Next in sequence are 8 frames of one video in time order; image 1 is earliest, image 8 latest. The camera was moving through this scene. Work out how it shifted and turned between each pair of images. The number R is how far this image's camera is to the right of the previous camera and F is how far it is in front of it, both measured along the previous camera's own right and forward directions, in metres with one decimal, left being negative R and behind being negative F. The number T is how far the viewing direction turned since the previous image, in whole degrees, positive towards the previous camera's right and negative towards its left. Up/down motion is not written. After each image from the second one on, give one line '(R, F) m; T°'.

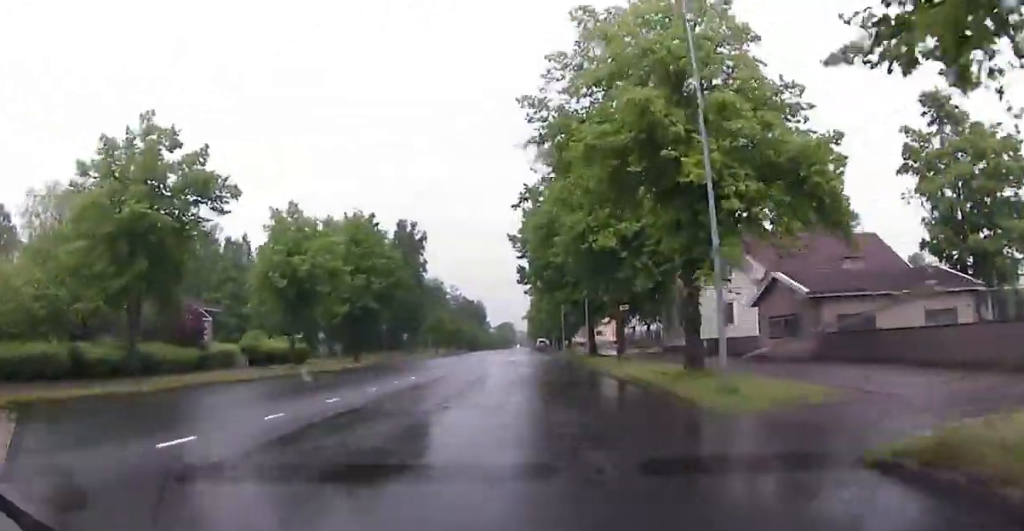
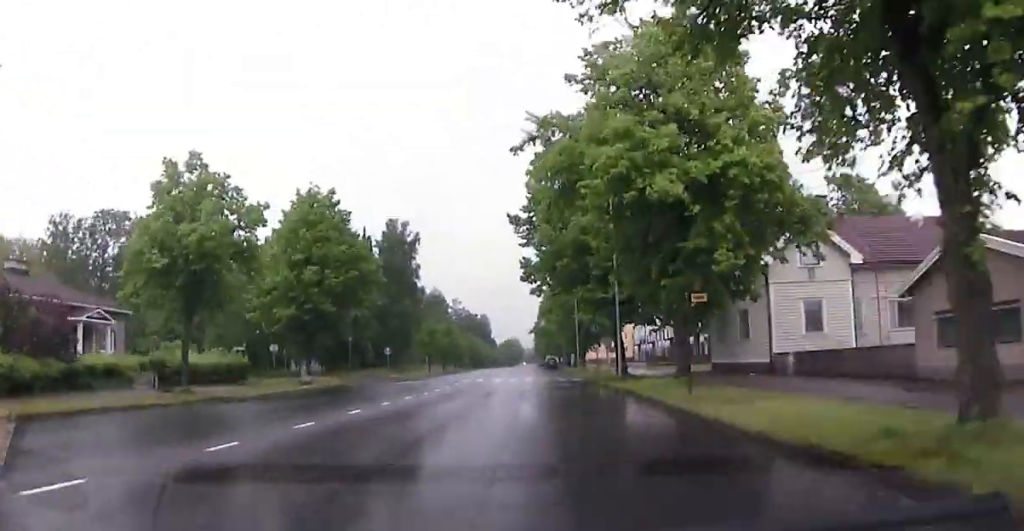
(-0.4, +14.0) m; -1°
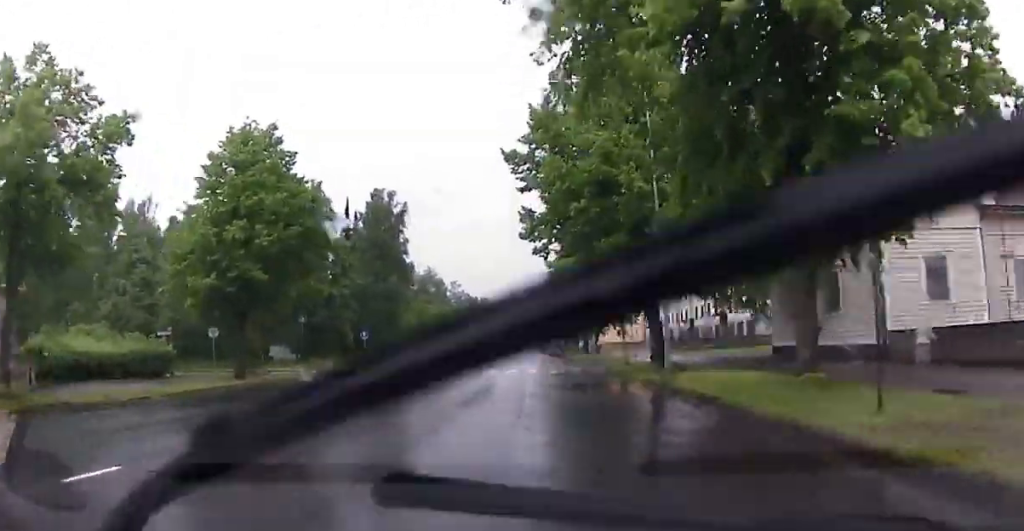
(+0.1, +11.0) m; 0°
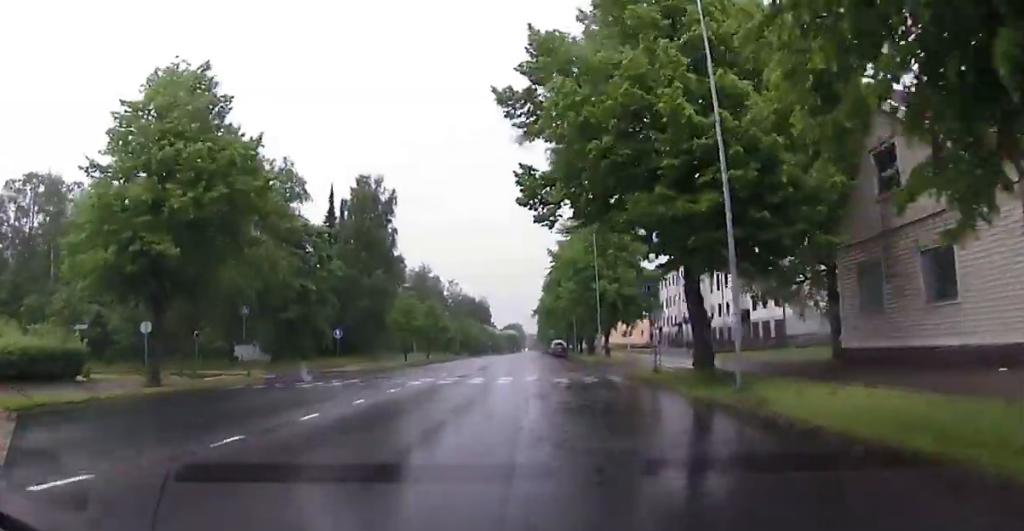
(+0.2, +8.0) m; +1°
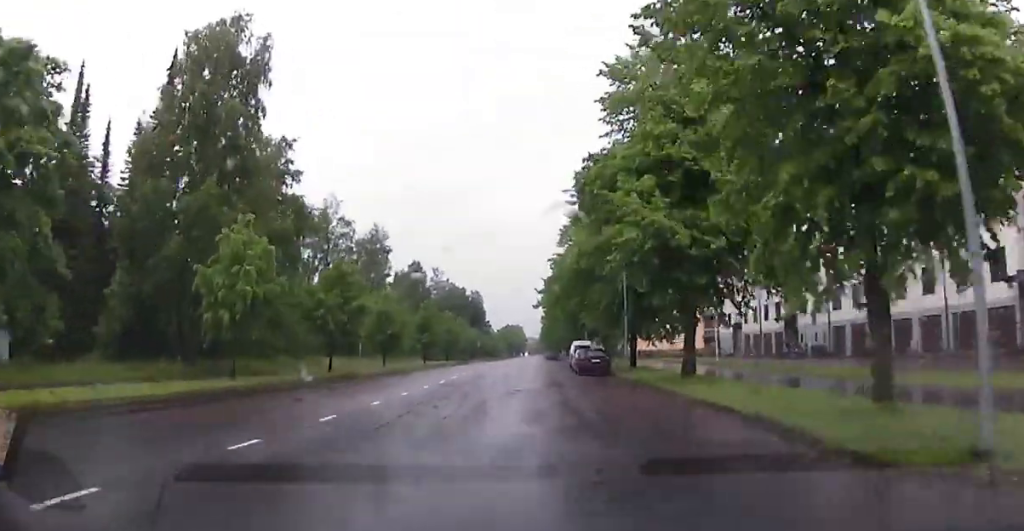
(-1.1, +42.3) m; -1°
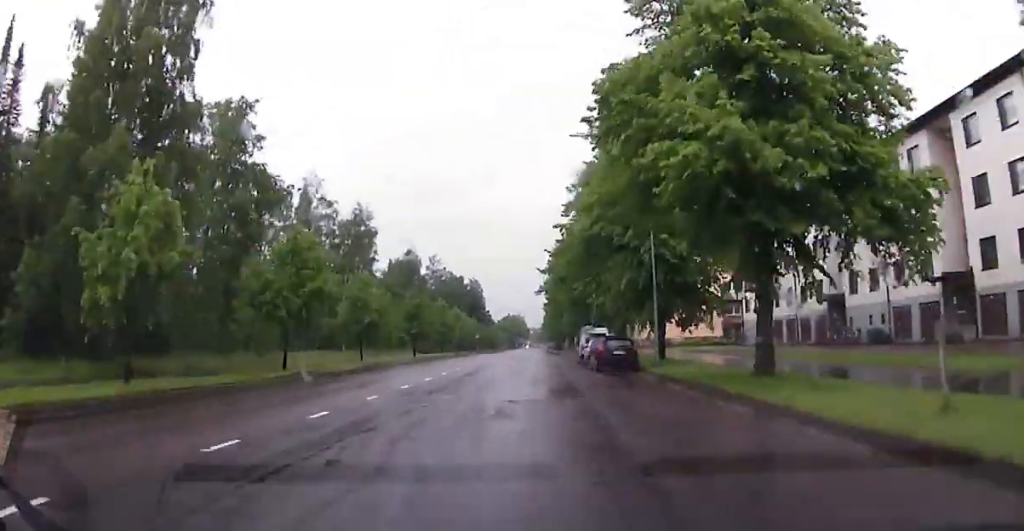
(+0.1, +8.7) m; 0°
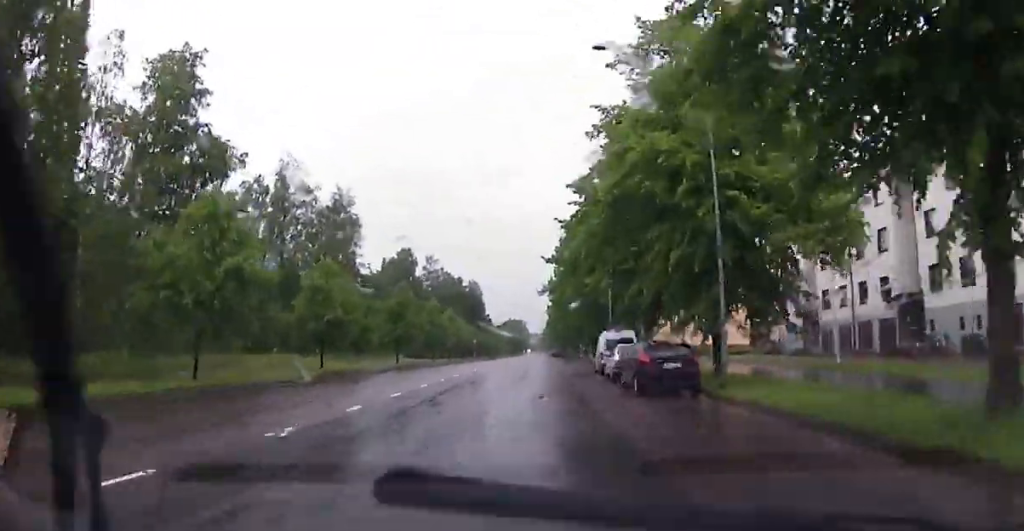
(+0.3, +10.1) m; 0°
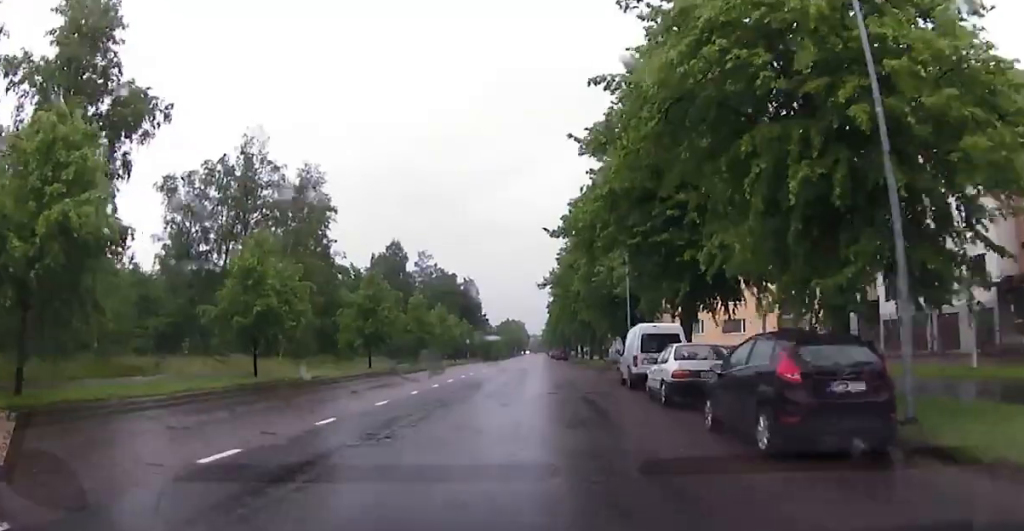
(-0.4, +10.0) m; 0°
